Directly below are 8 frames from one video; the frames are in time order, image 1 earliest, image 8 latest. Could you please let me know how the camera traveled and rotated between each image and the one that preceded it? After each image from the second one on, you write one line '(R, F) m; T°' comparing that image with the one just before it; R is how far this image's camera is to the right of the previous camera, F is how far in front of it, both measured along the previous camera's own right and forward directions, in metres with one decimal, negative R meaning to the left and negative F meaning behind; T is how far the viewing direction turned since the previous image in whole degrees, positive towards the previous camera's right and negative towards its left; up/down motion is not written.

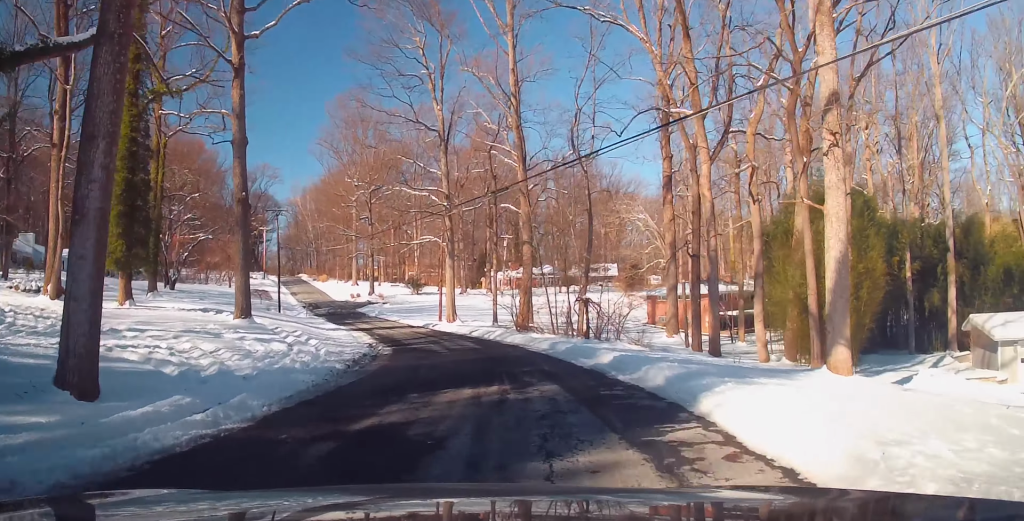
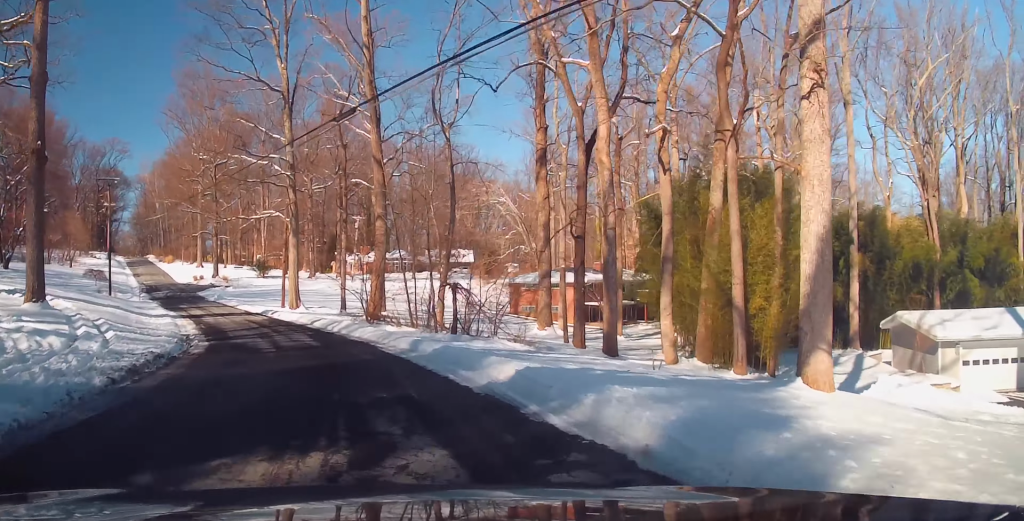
(+0.5, +5.3) m; +2°
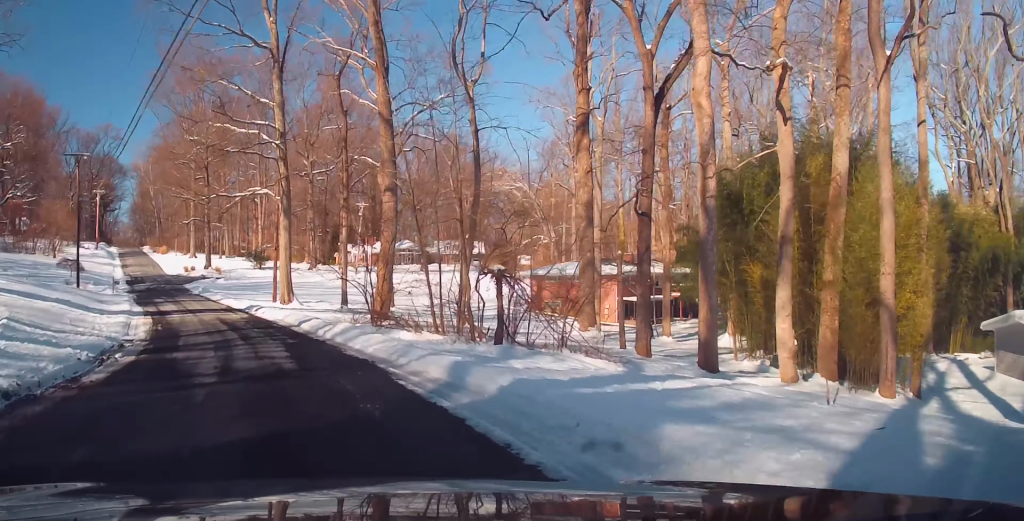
(-0.3, +7.2) m; -6°
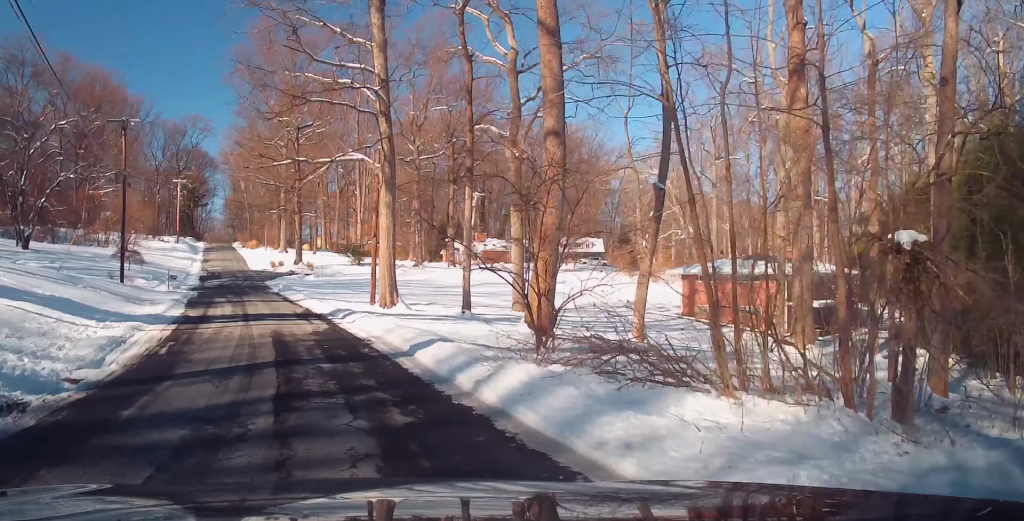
(-0.5, +9.6) m; -8°
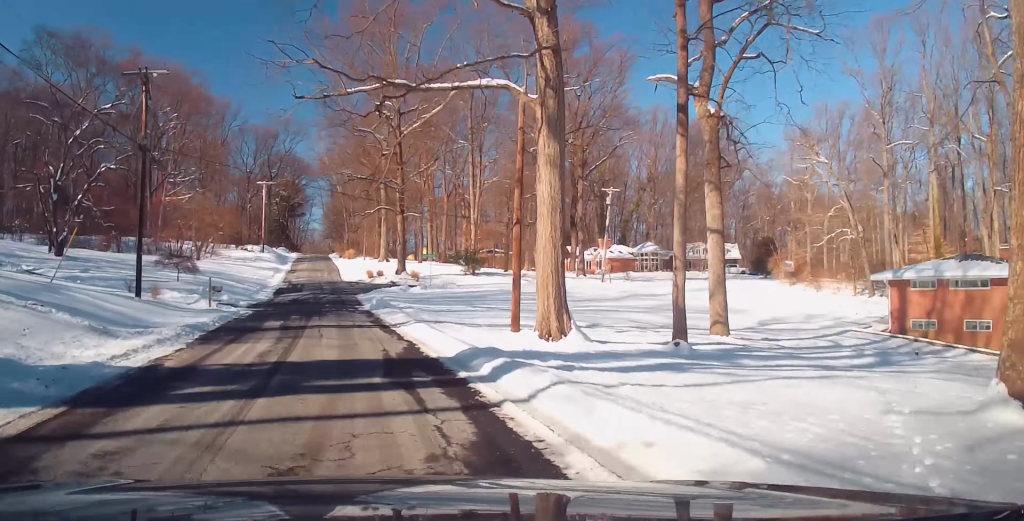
(-1.1, +12.4) m; -8°
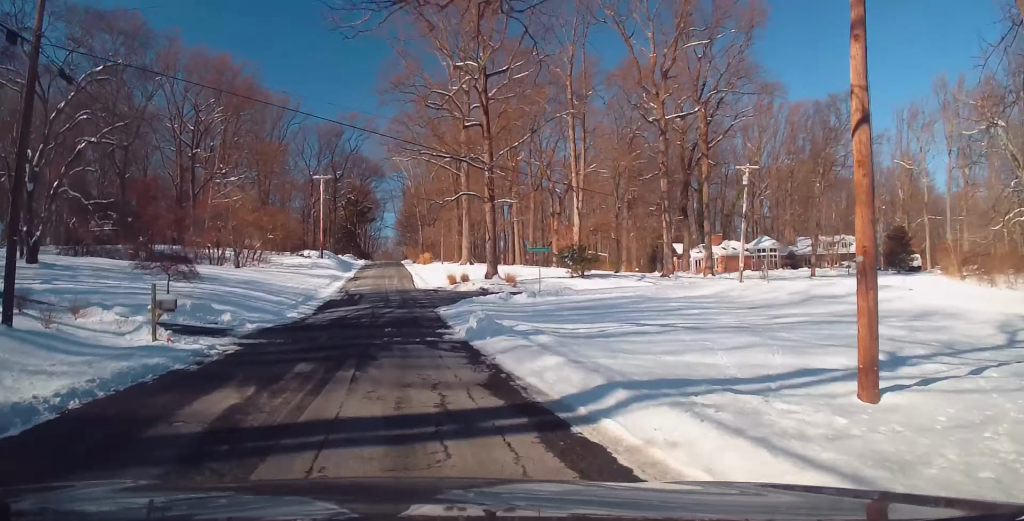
(-0.8, +14.5) m; -1°
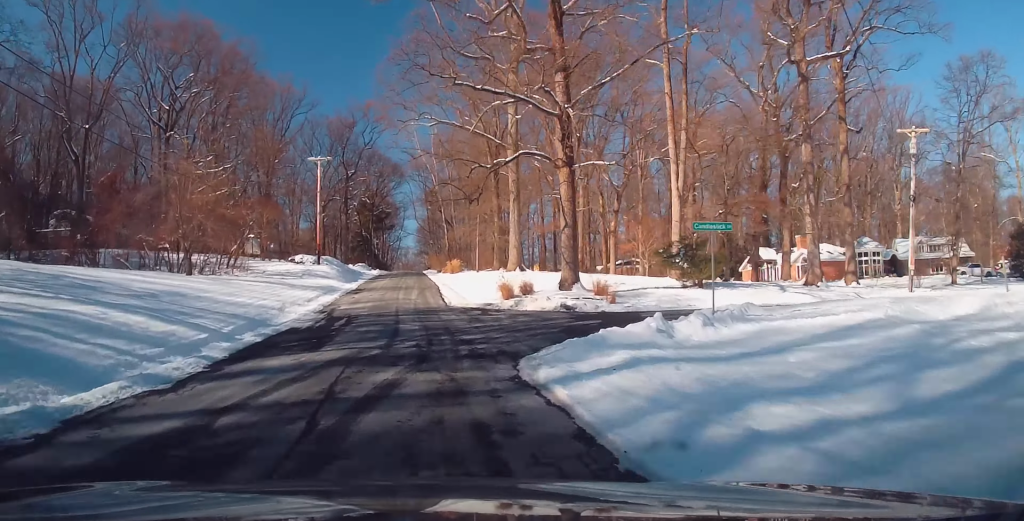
(+0.5, +19.5) m; 0°
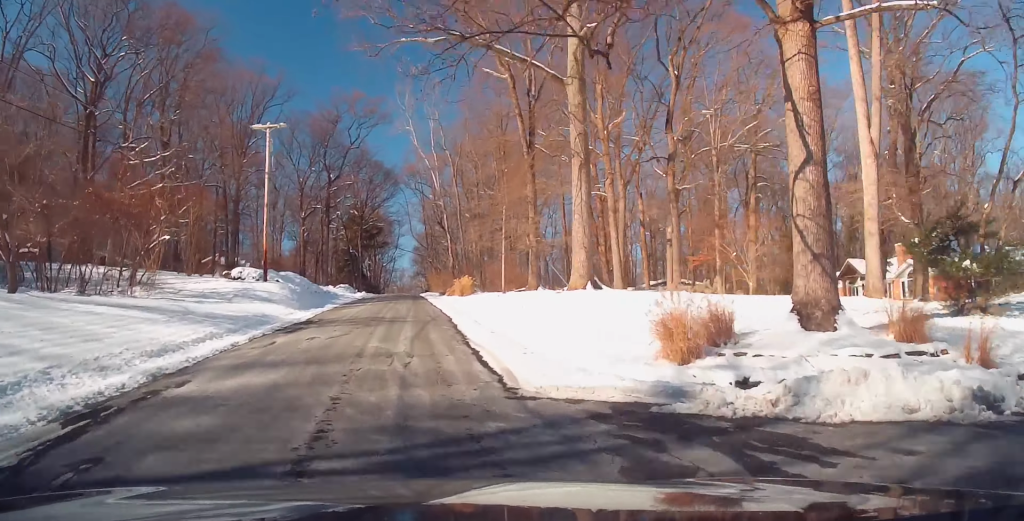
(-0.6, +21.0) m; 0°
